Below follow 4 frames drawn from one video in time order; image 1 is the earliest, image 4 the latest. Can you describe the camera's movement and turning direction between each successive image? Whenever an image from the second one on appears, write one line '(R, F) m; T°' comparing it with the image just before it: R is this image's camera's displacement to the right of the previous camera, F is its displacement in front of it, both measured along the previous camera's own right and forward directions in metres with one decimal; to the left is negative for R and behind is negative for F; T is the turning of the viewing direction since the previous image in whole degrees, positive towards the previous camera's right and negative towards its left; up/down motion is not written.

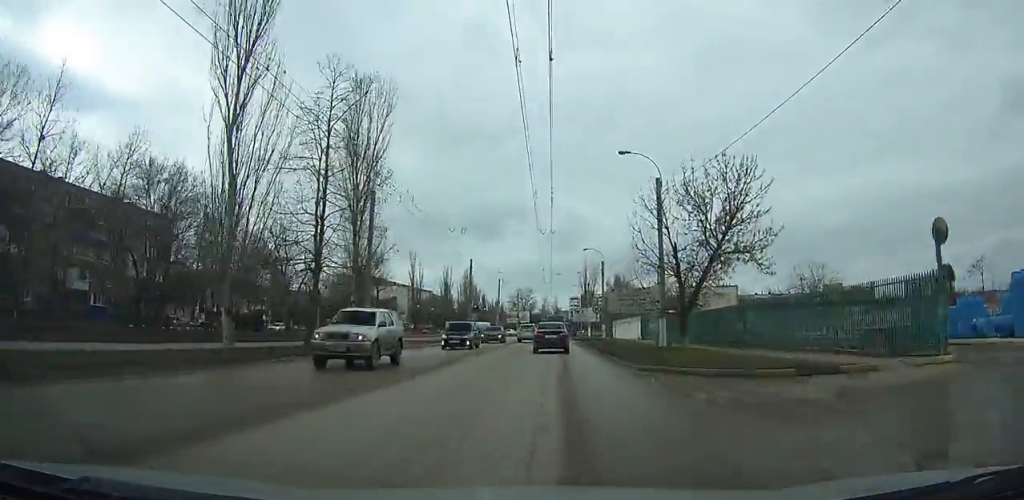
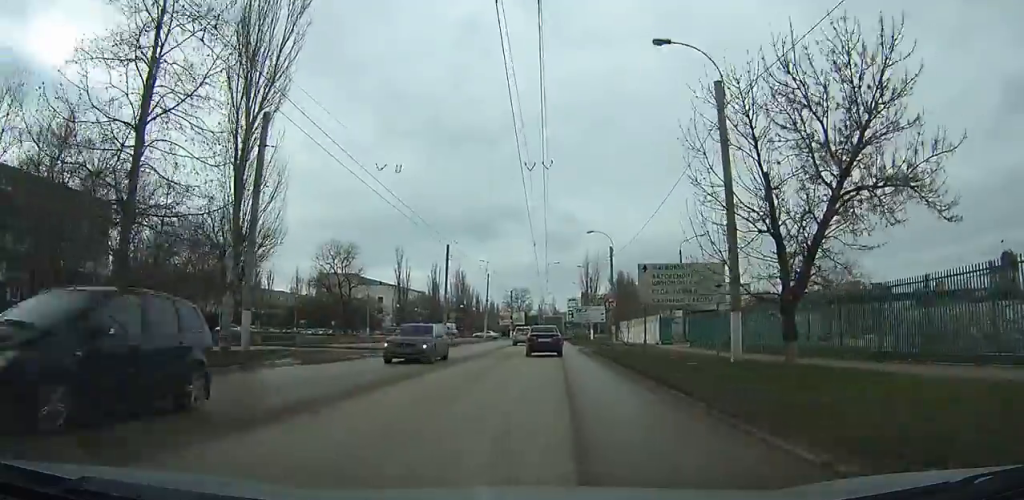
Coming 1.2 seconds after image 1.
(+0.1, +12.9) m; 0°
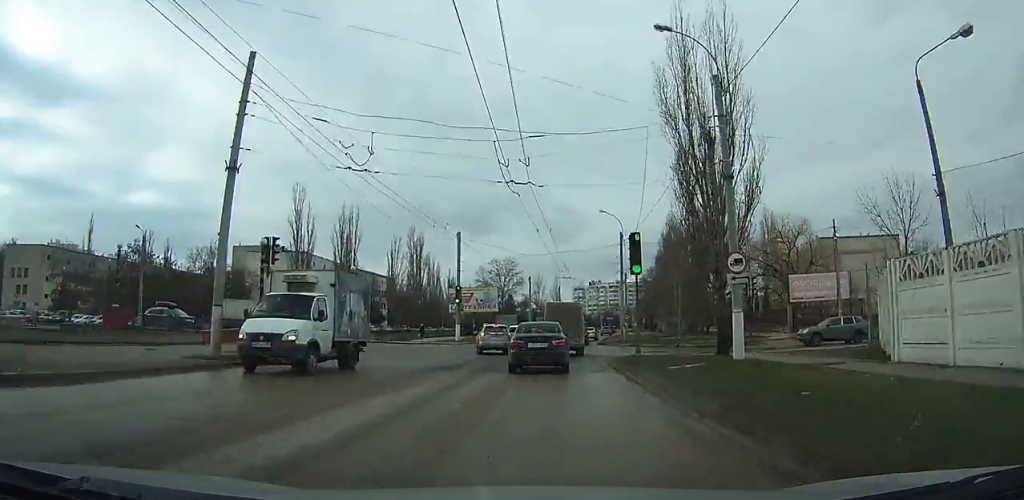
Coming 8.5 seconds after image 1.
(-0.4, +67.1) m; 0°
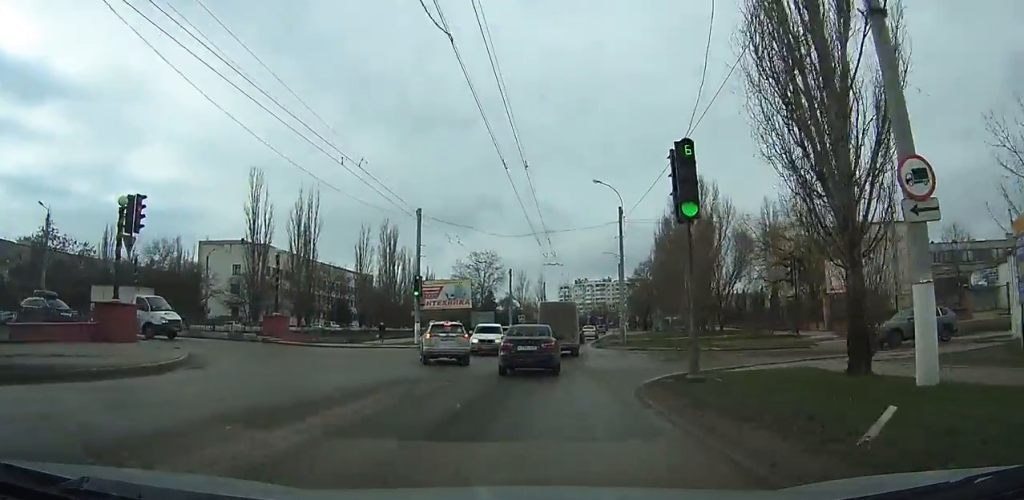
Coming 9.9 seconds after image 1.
(+0.1, +11.2) m; +1°
